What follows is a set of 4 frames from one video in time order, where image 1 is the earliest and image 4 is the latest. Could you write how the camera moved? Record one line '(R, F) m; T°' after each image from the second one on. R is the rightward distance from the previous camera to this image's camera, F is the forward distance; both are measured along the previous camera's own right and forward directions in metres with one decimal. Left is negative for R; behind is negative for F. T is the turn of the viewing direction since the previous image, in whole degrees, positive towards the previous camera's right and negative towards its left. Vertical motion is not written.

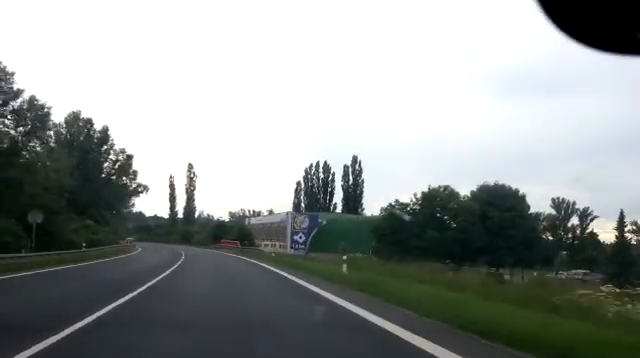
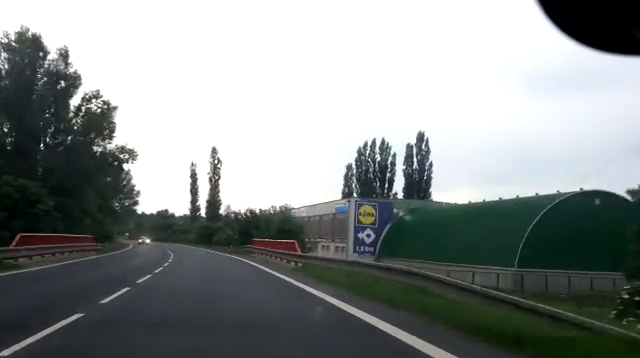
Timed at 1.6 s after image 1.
(-1.1, +32.3) m; -3°
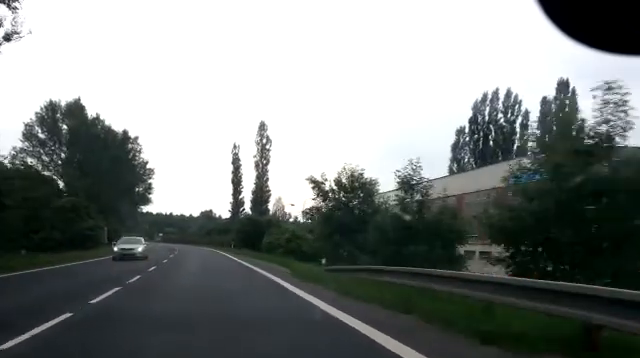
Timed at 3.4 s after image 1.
(-0.9, +36.0) m; -2°
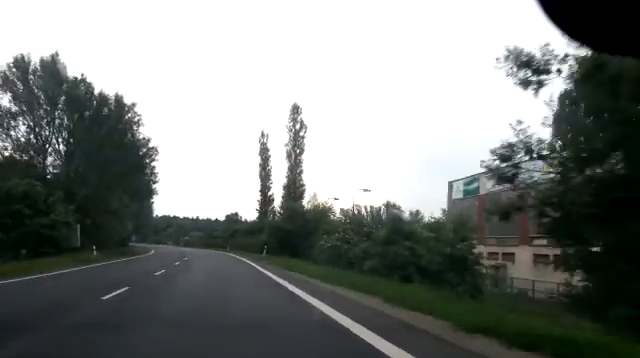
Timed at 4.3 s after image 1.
(-0.3, +18.3) m; -2°
